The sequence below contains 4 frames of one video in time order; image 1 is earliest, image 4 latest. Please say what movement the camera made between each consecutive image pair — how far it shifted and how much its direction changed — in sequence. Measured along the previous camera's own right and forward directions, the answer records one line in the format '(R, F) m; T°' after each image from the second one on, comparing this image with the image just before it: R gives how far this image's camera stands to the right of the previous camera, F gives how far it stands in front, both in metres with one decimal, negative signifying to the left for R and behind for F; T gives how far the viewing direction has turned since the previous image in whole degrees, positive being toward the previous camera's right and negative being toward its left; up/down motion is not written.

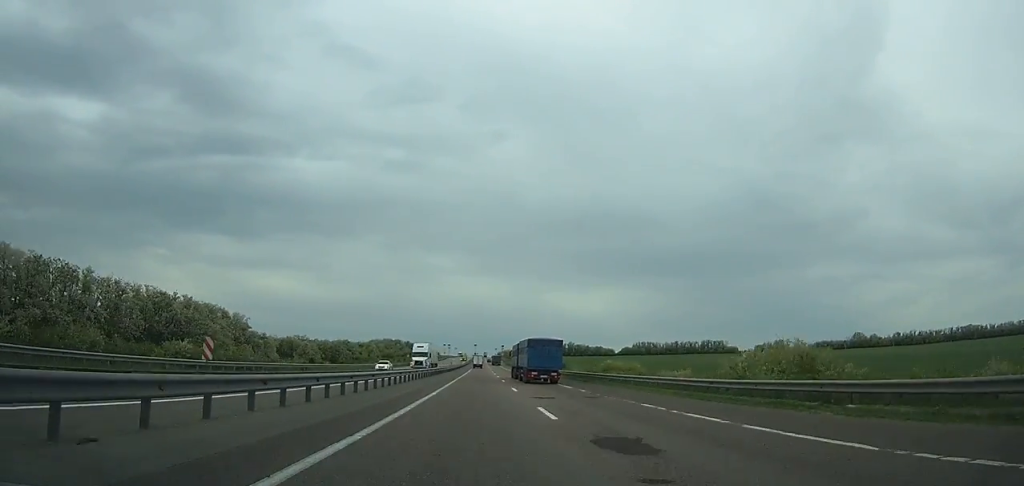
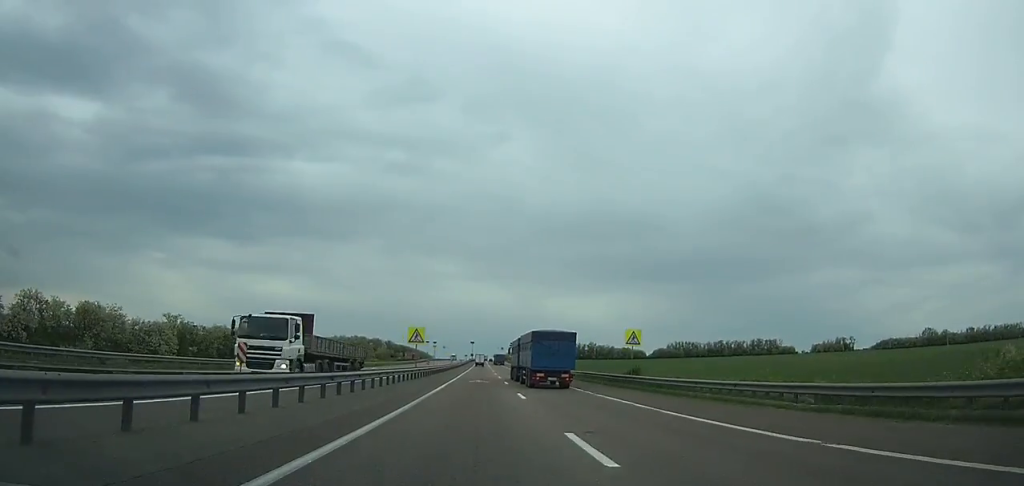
(-0.4, +118.8) m; 0°
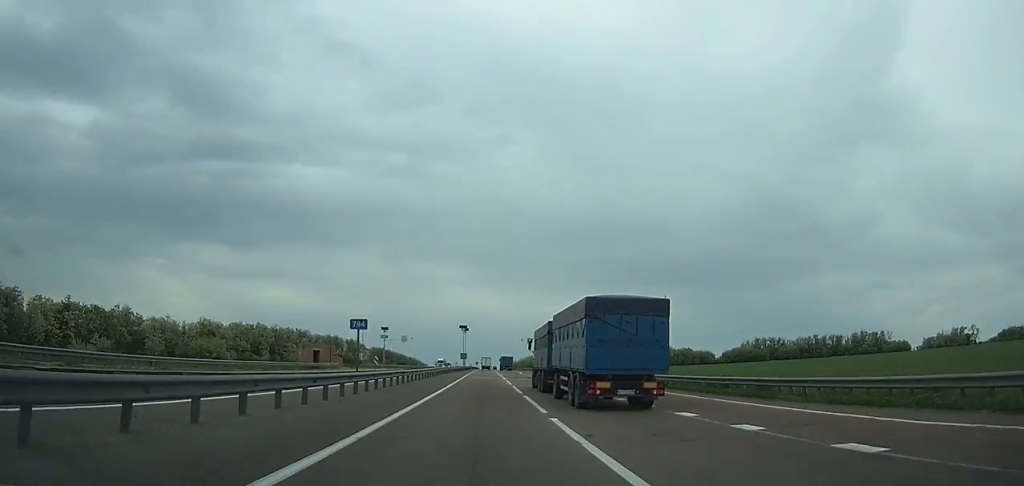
(+0.5, +144.1) m; 0°
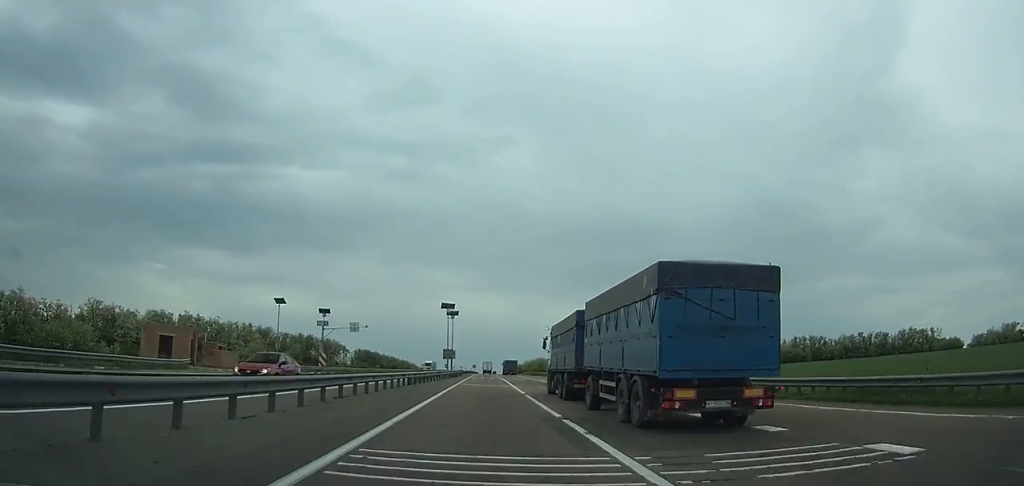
(-0.1, +49.7) m; 0°
